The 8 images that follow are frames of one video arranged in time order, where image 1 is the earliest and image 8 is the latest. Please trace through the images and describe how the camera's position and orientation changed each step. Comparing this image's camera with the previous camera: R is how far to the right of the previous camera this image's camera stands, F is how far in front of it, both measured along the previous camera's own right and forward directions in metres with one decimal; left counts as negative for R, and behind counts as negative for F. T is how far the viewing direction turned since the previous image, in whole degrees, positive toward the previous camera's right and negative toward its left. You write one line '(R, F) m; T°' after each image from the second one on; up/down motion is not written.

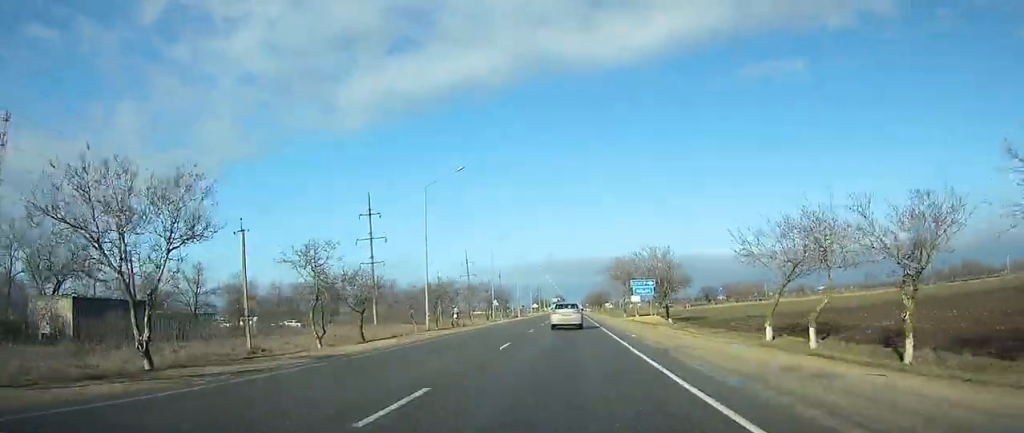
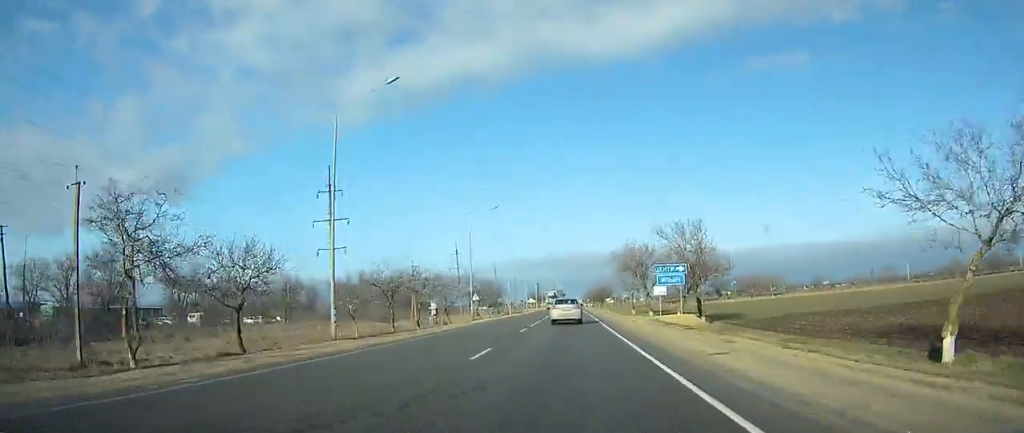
(-0.1, +16.9) m; 0°
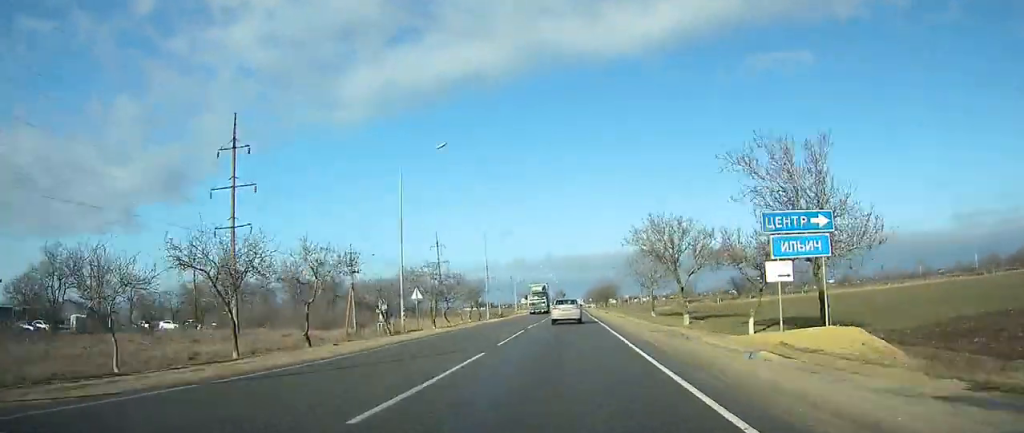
(-0.1, +25.5) m; 0°
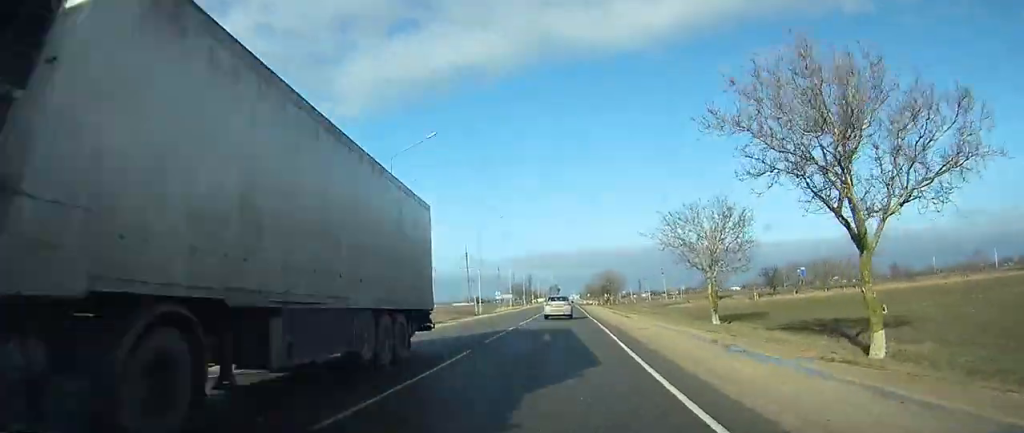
(0.0, +37.2) m; -1°
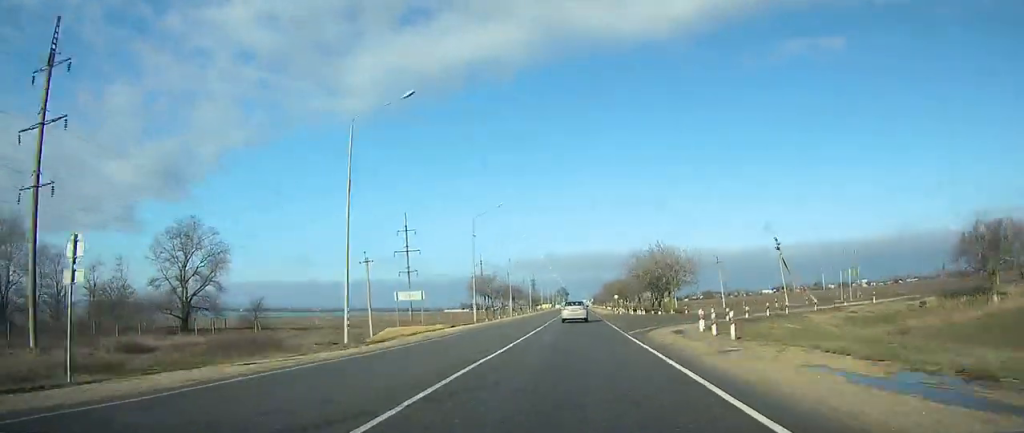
(-0.4, +83.1) m; 0°
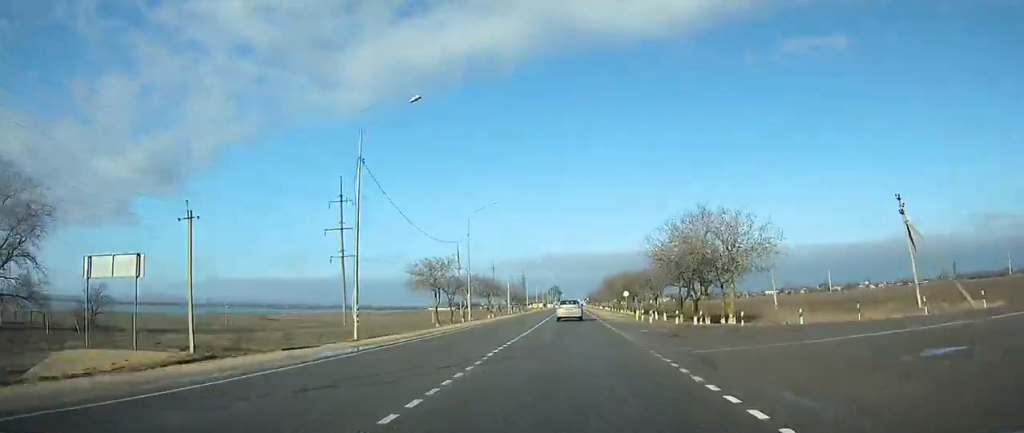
(+0.1, +31.5) m; 0°
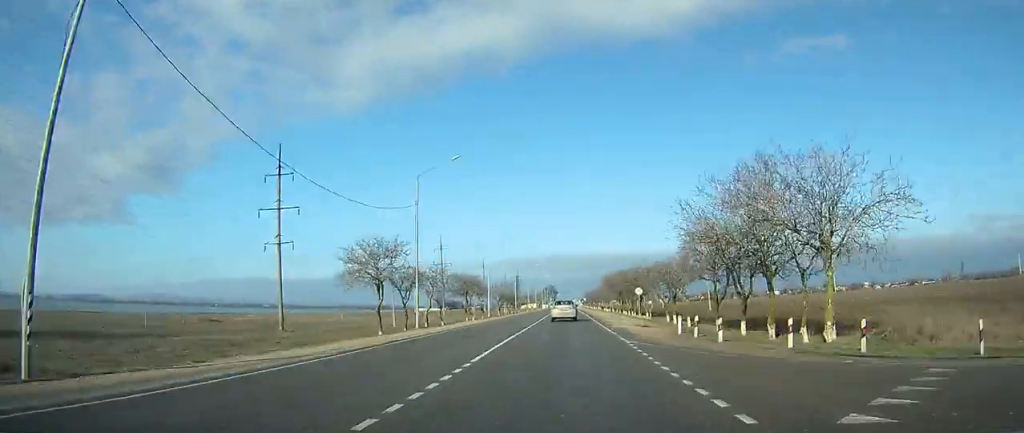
(-0.1, +18.5) m; 0°
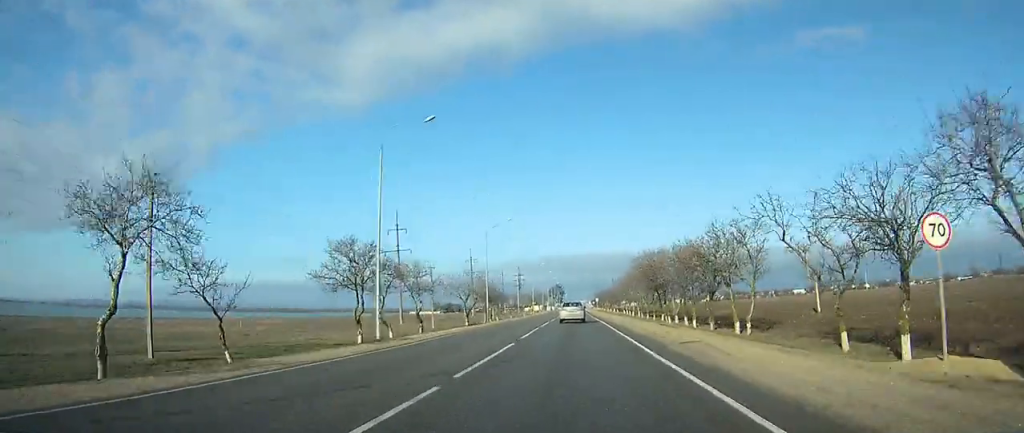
(-0.1, +46.5) m; 0°
